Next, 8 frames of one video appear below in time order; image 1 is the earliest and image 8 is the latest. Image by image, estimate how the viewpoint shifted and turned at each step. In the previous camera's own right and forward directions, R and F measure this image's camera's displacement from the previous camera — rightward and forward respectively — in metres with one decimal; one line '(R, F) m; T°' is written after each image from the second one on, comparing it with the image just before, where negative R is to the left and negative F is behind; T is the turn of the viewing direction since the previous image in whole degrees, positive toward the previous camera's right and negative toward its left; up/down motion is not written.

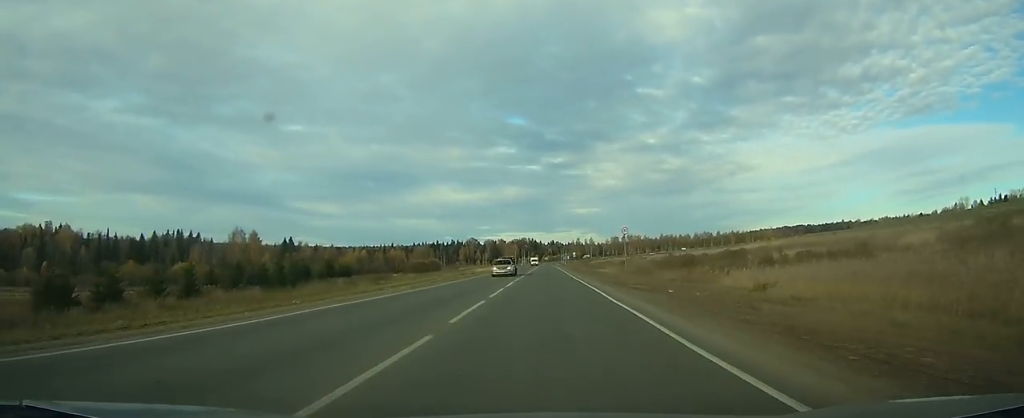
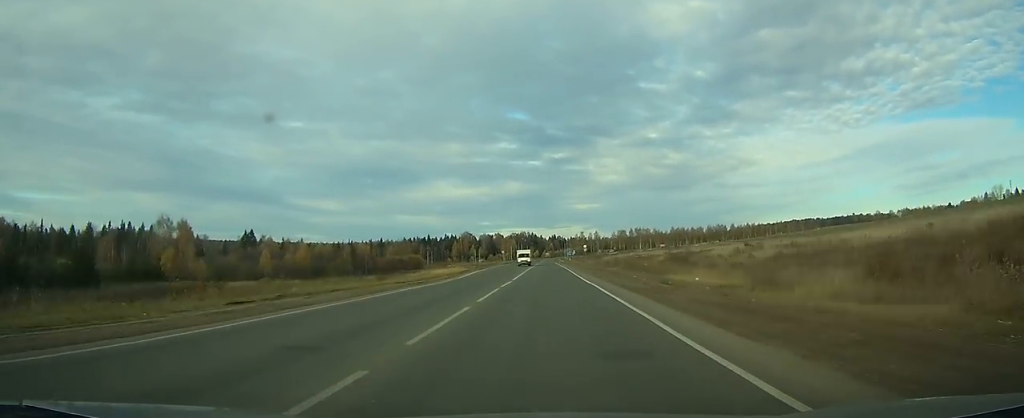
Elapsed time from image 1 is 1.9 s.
(+0.1, +51.5) m; 0°
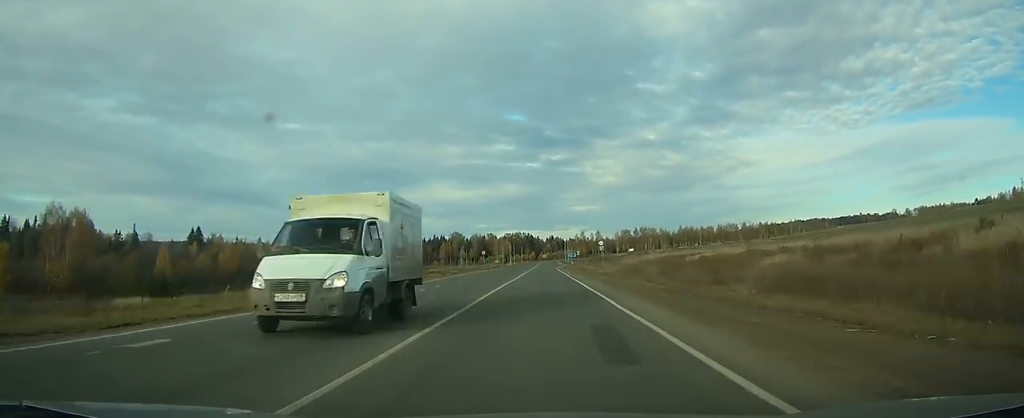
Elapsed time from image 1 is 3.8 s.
(+0.1, +48.9) m; 0°
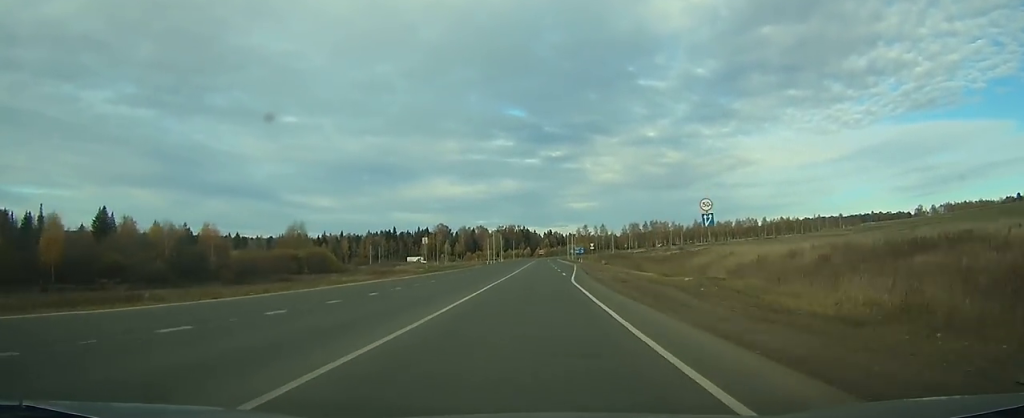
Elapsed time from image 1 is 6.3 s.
(0.0, +63.3) m; 0°
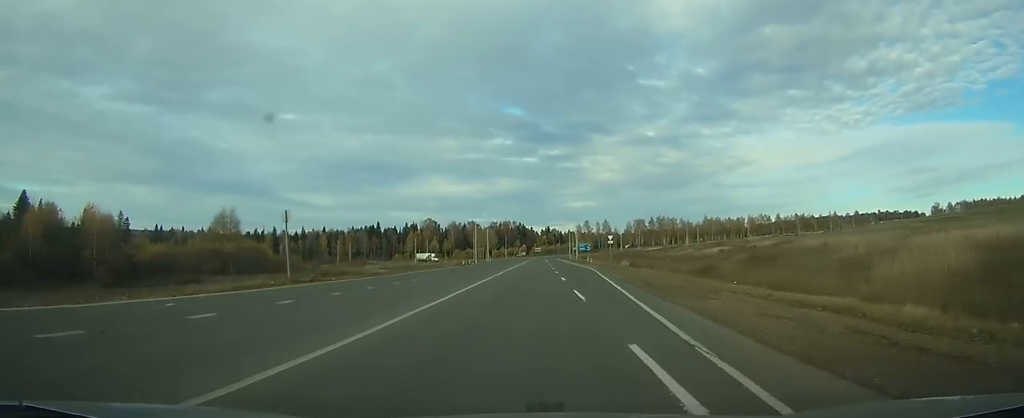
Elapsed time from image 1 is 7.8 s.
(+0.2, +38.2) m; 0°
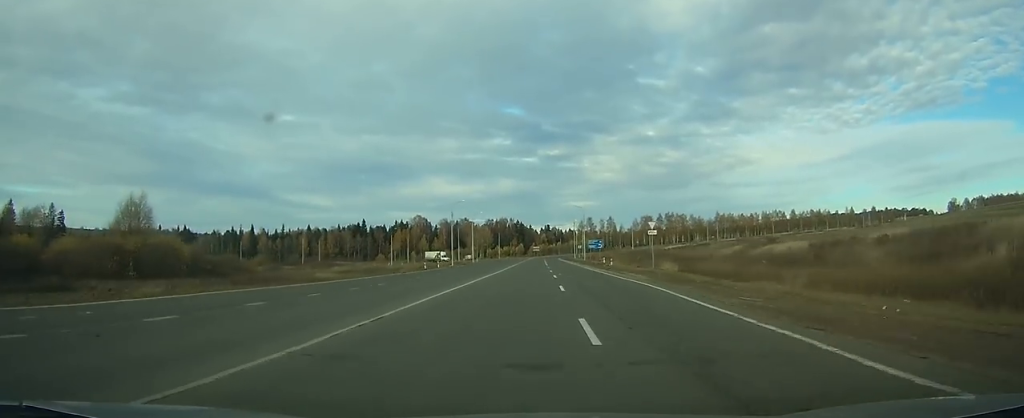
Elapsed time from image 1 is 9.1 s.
(+0.1, +32.6) m; 0°
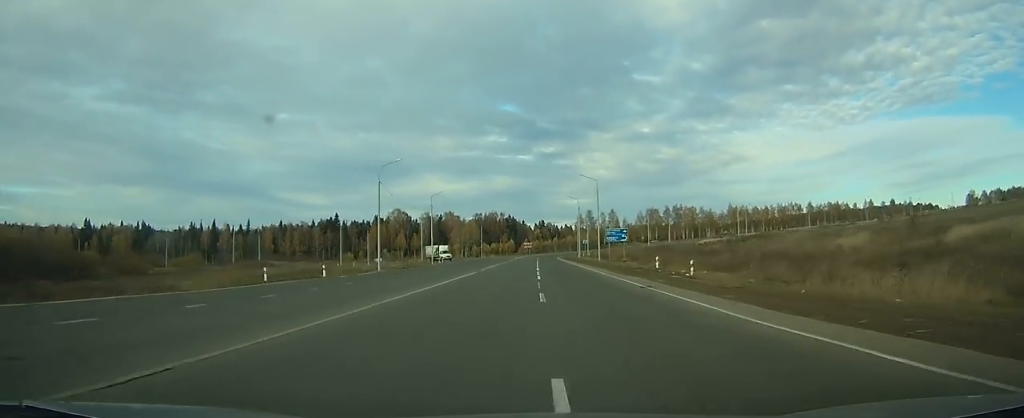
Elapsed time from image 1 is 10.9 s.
(+0.1, +41.1) m; 0°
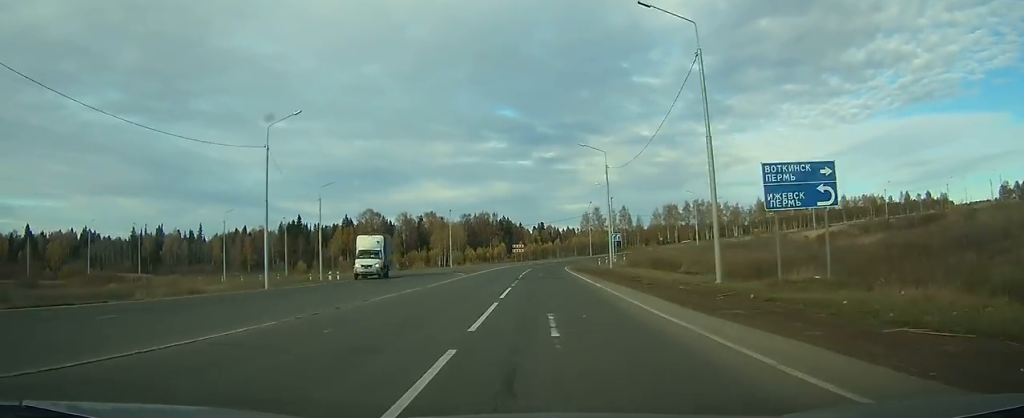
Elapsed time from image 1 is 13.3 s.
(+0.1, +53.3) m; 0°
